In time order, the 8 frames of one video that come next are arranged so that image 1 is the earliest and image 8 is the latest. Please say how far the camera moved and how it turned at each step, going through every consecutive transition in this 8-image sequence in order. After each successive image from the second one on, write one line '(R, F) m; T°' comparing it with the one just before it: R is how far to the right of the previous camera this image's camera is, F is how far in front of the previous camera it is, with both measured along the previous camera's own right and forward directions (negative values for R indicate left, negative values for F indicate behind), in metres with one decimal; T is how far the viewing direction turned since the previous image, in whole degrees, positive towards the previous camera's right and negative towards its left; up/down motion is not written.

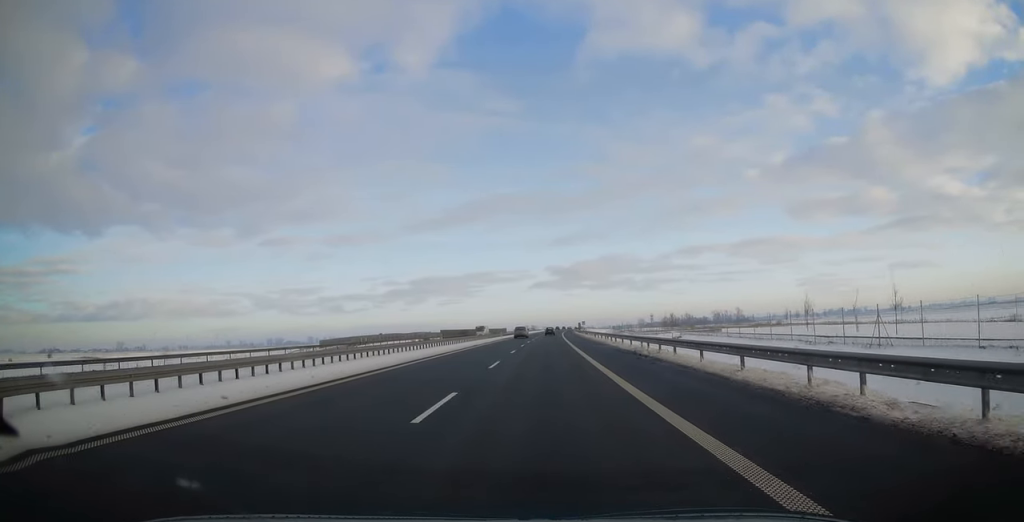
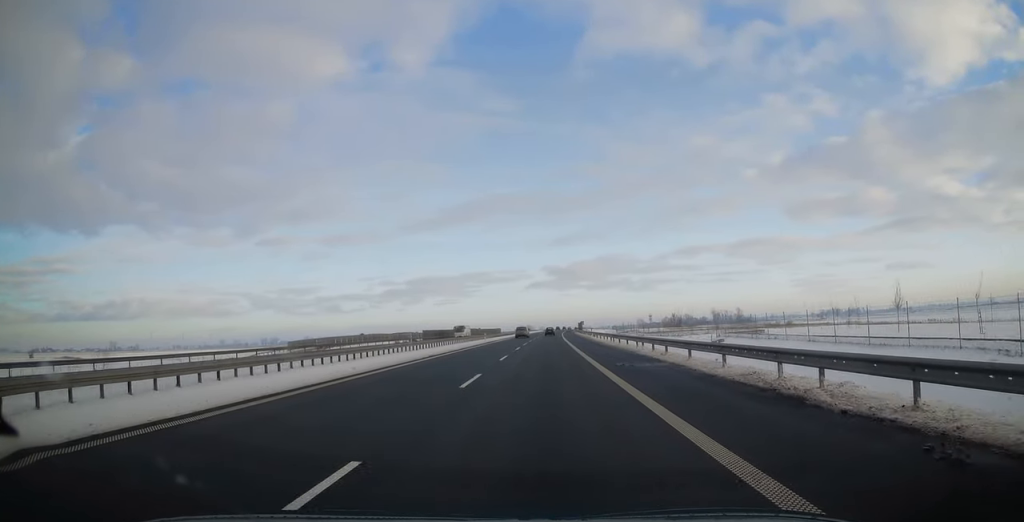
(-0.1, +18.1) m; 0°
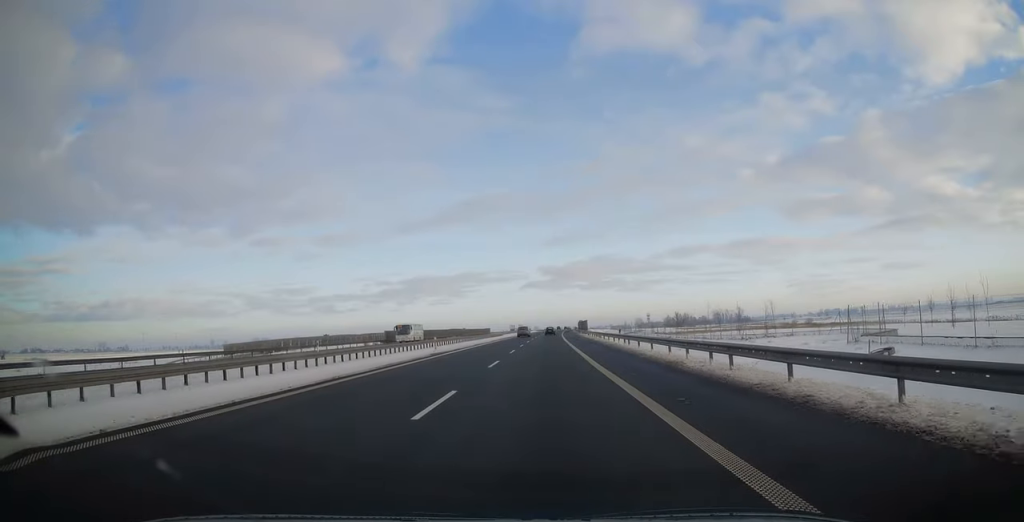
(+0.3, +27.5) m; +1°
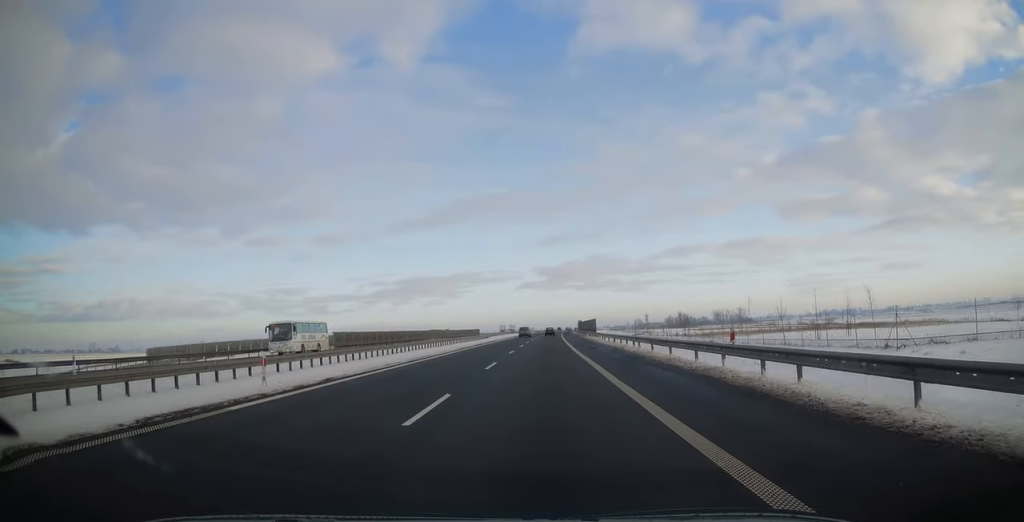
(+0.1, +23.4) m; 0°
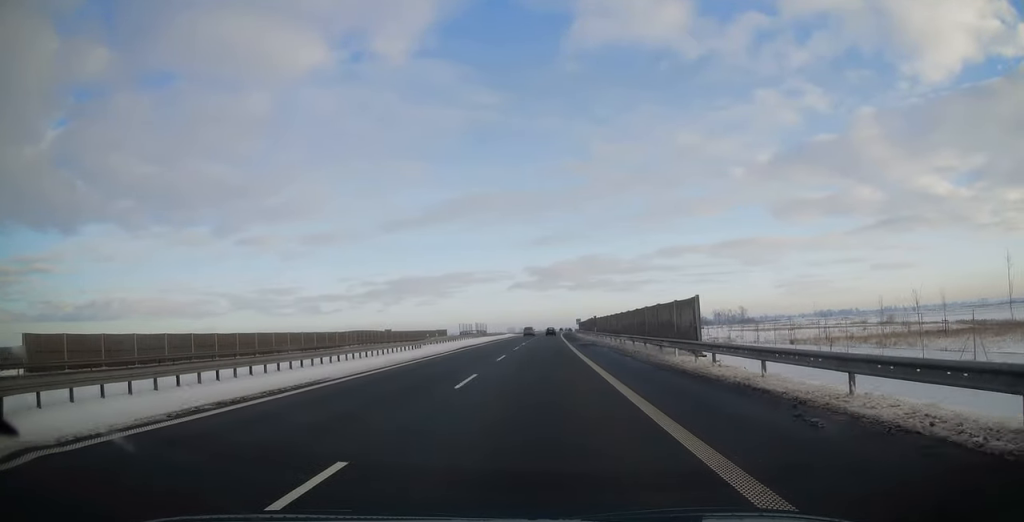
(+0.4, +50.2) m; +1°
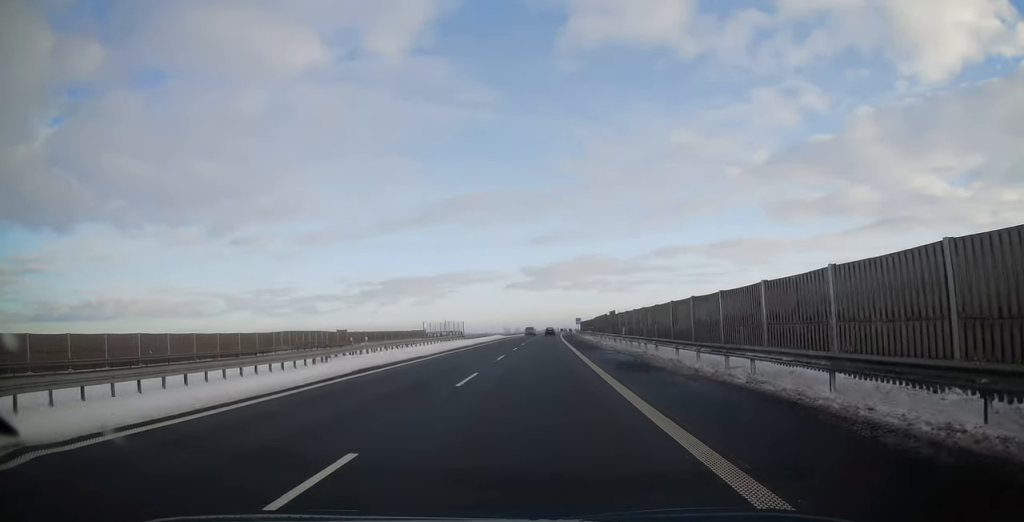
(+0.1, +21.4) m; 0°
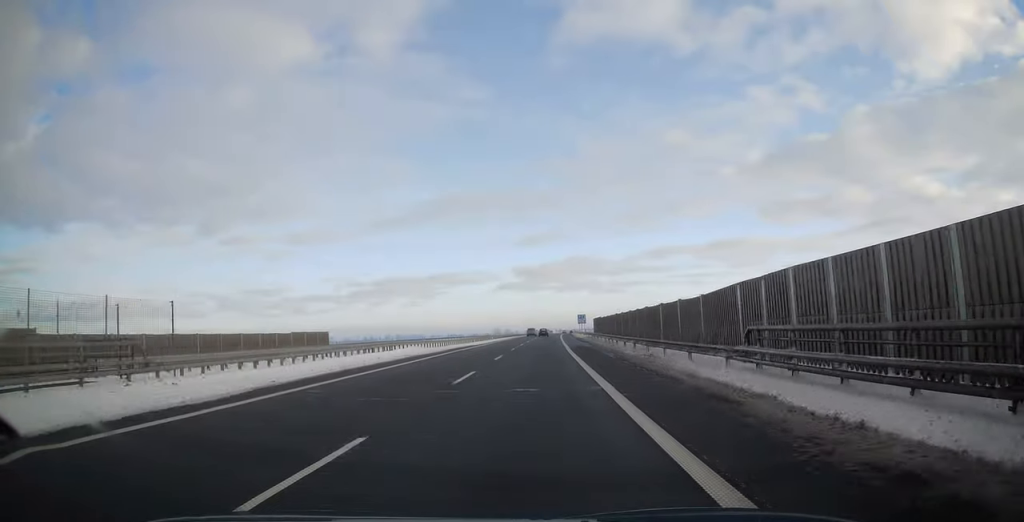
(+0.1, +63.1) m; +1°
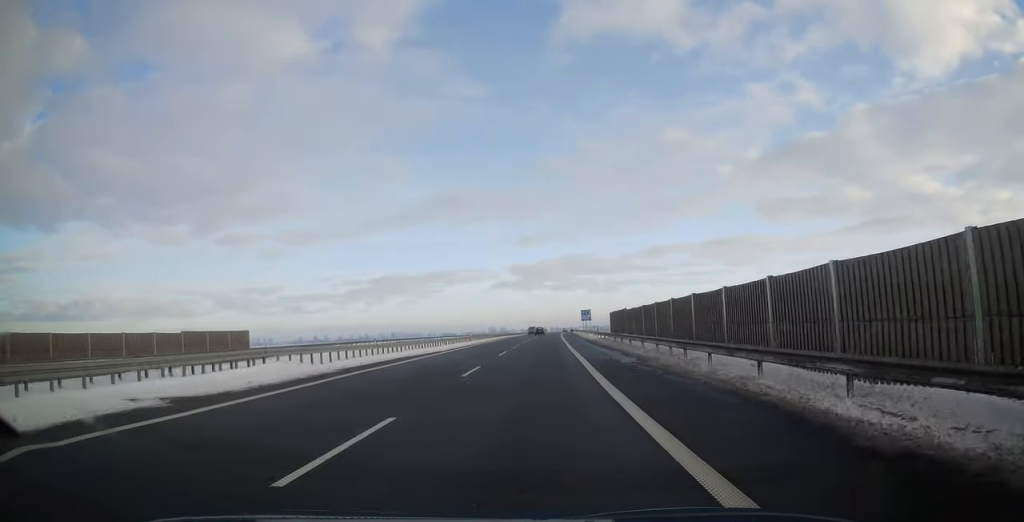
(+0.1, +23.8) m; +1°
